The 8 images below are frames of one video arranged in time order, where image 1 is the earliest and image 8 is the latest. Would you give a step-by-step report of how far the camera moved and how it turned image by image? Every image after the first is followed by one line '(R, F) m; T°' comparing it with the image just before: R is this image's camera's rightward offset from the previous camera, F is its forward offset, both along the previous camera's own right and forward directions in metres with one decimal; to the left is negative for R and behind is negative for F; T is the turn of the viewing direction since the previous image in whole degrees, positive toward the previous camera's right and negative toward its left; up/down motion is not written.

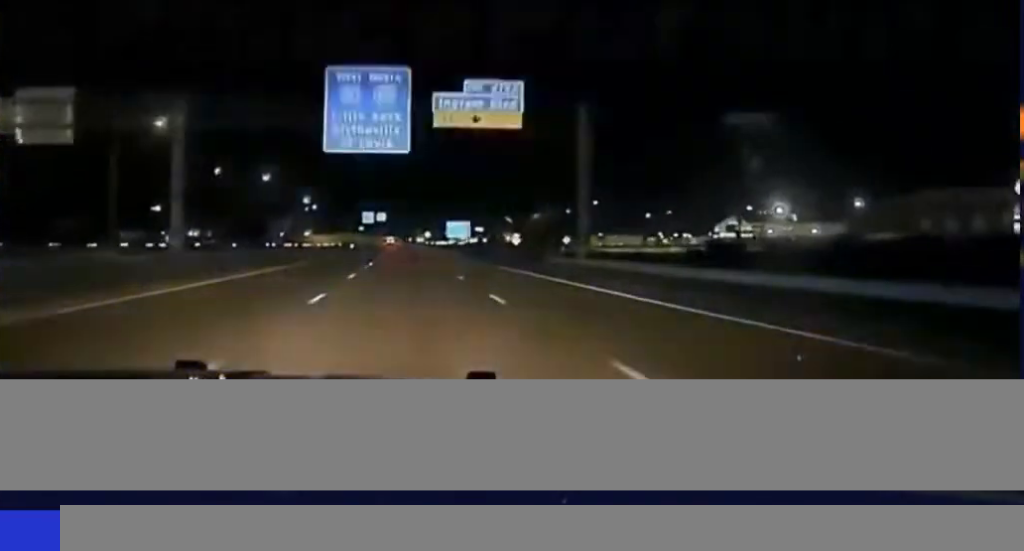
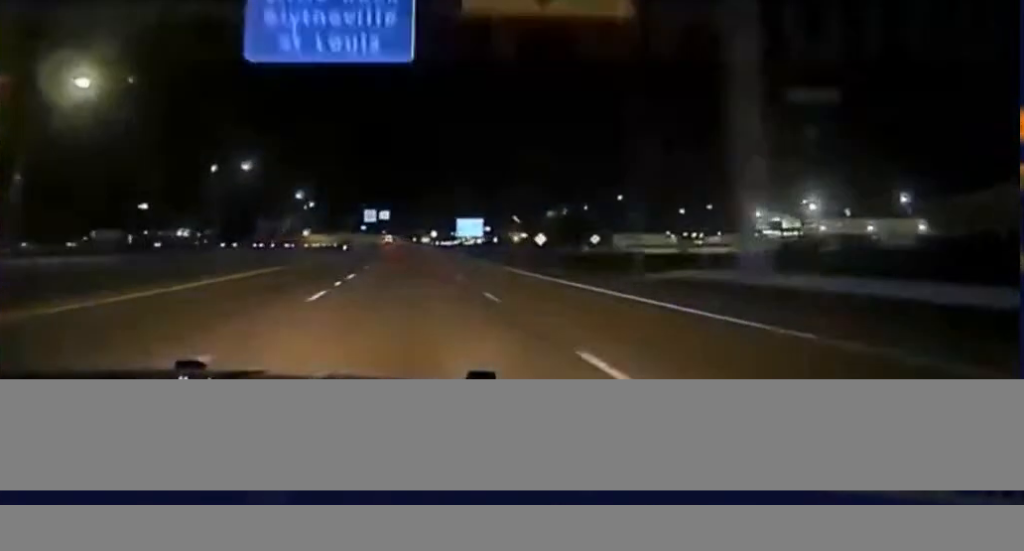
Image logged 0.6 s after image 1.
(-0.2, +24.2) m; 0°
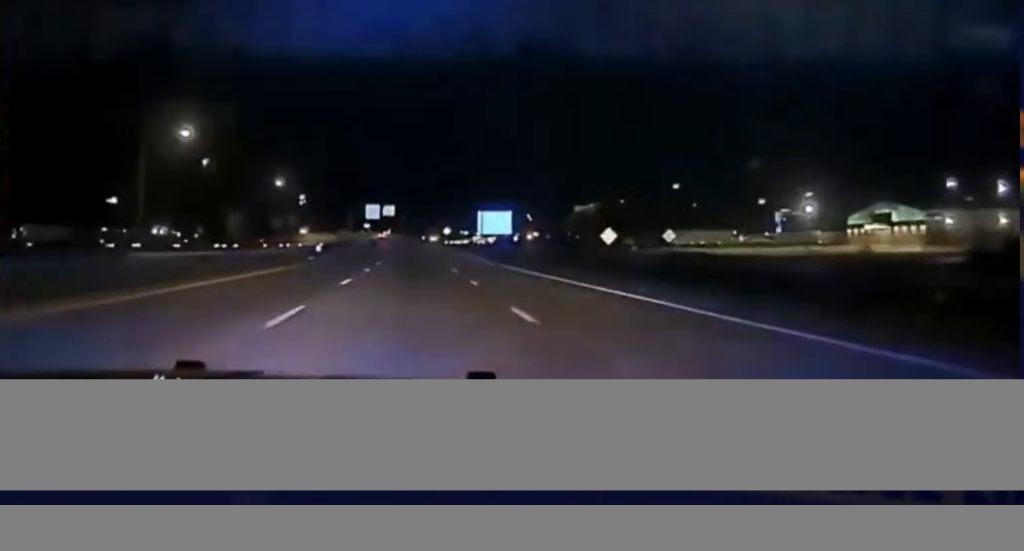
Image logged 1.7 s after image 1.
(+0.1, +44.3) m; 0°
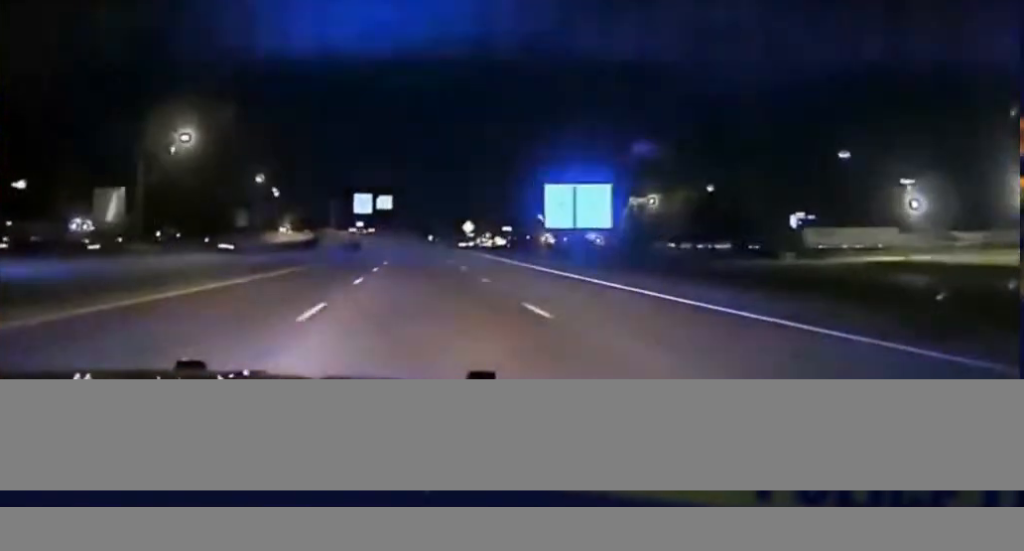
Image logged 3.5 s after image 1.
(+0.2, +74.5) m; -1°
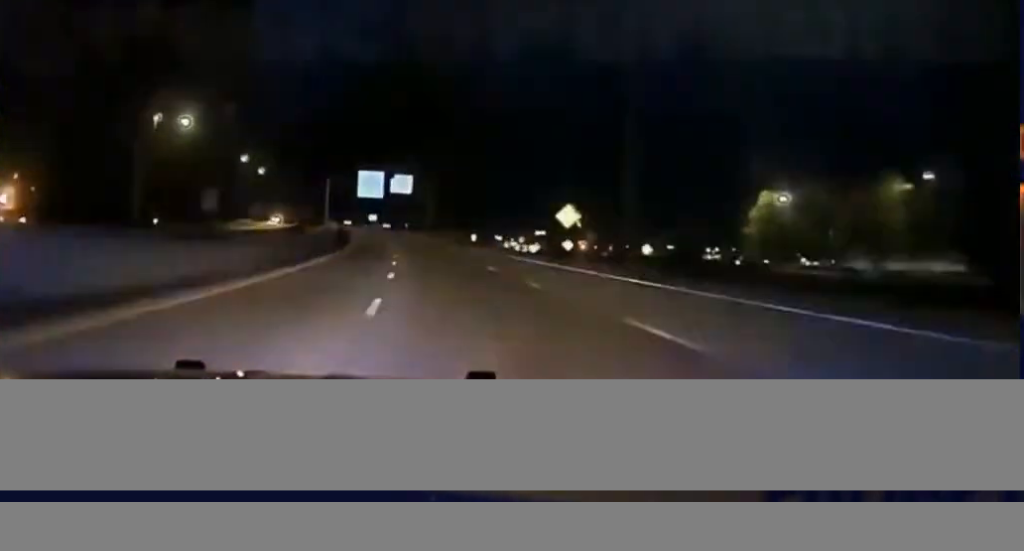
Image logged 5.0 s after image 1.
(-2.0, +71.1) m; -3°
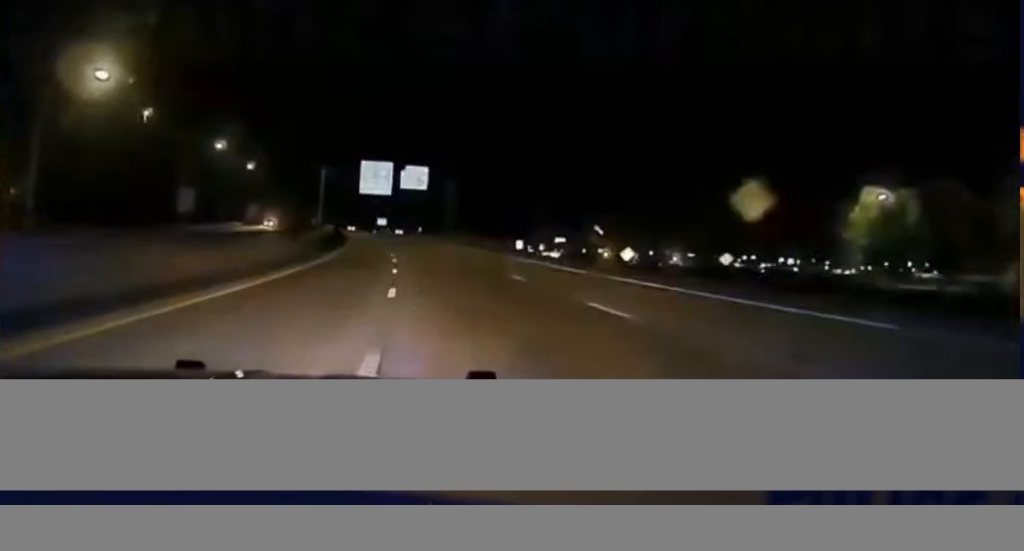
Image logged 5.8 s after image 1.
(-0.3, +35.8) m; -1°
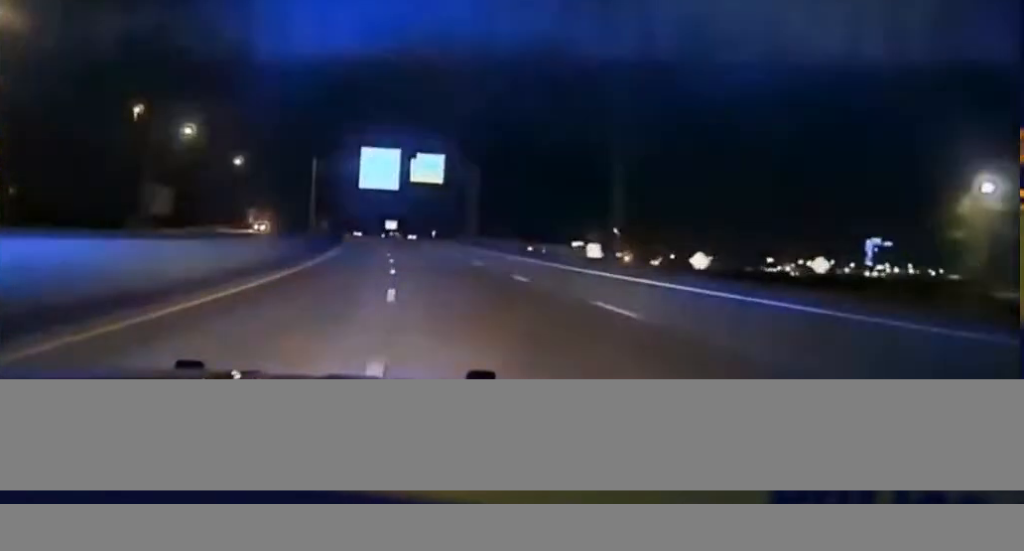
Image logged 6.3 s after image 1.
(-0.2, +23.8) m; -1°
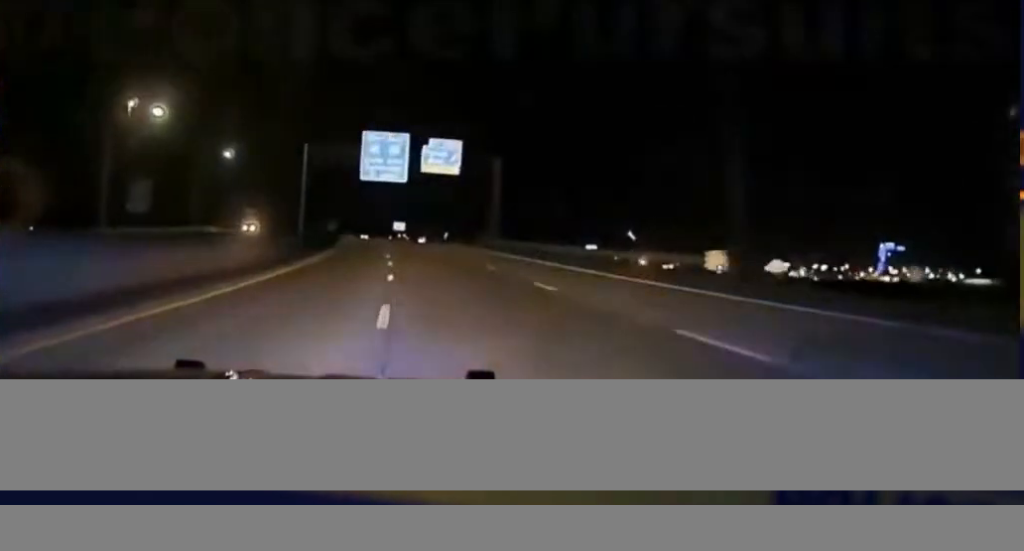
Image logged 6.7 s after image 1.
(0.0, +19.1) m; 0°
